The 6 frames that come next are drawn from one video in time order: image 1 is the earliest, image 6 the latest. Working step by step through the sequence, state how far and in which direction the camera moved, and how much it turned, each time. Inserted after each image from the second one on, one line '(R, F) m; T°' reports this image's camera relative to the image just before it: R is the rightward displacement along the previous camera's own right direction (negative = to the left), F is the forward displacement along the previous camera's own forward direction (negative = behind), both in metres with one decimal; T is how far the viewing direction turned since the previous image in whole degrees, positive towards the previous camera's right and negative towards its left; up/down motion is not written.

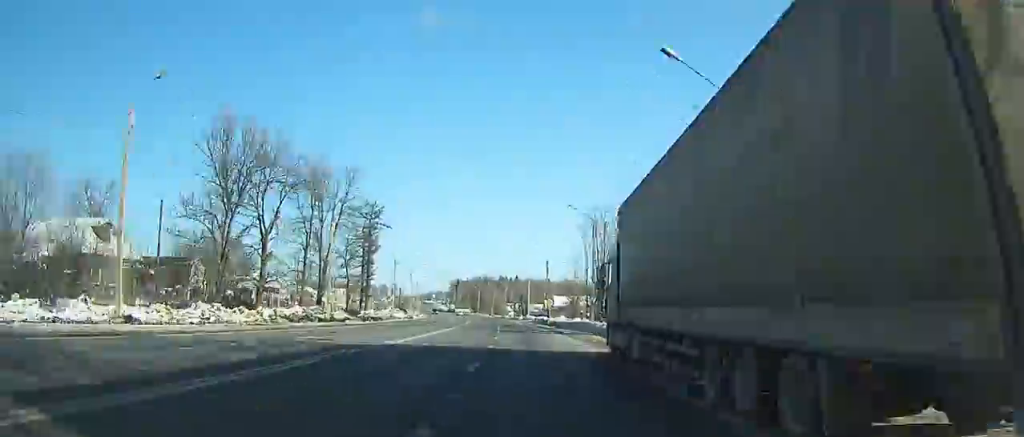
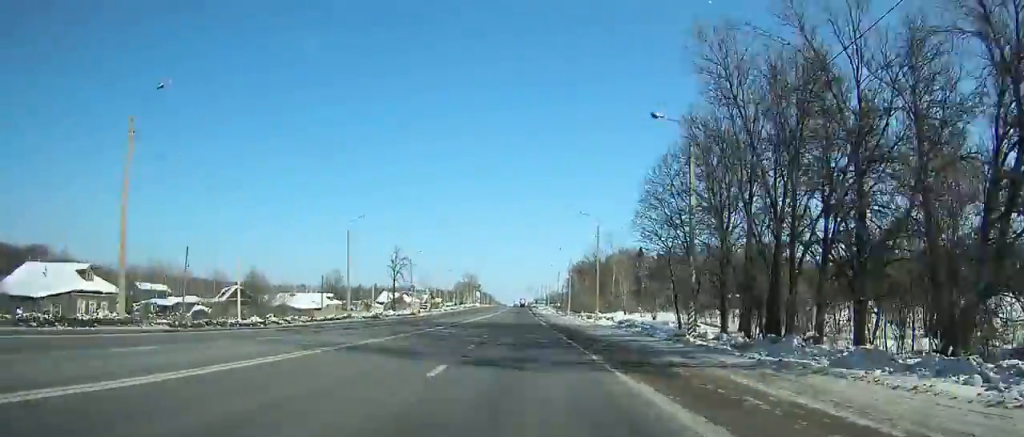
(-37.2, +261.0) m; -15°
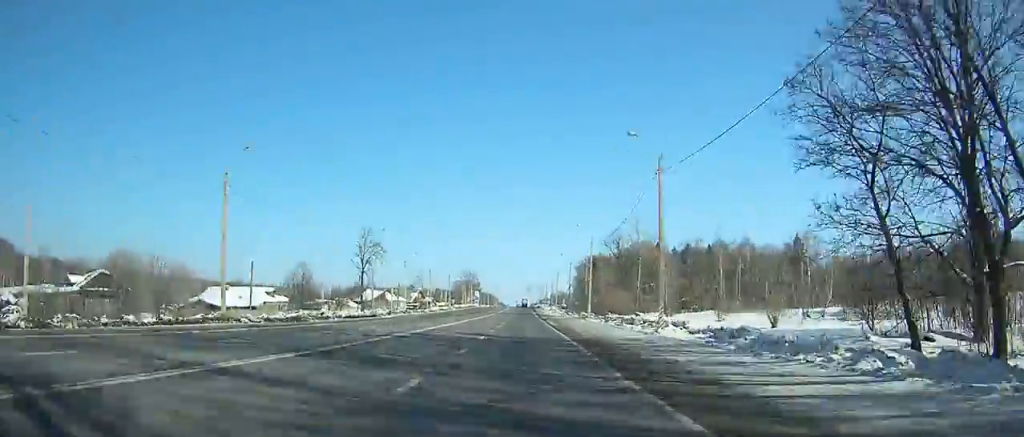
(-0.1, +26.7) m; 0°
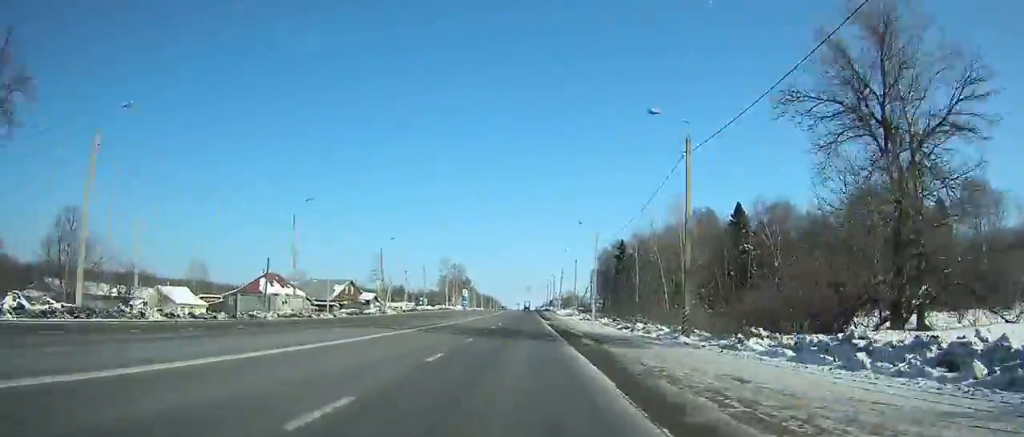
(-0.3, +73.0) m; -1°
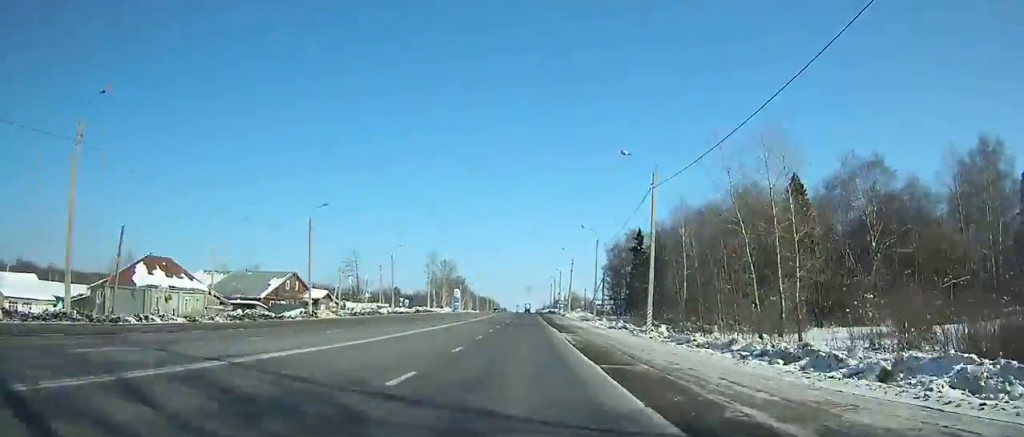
(-0.1, +27.5) m; 0°
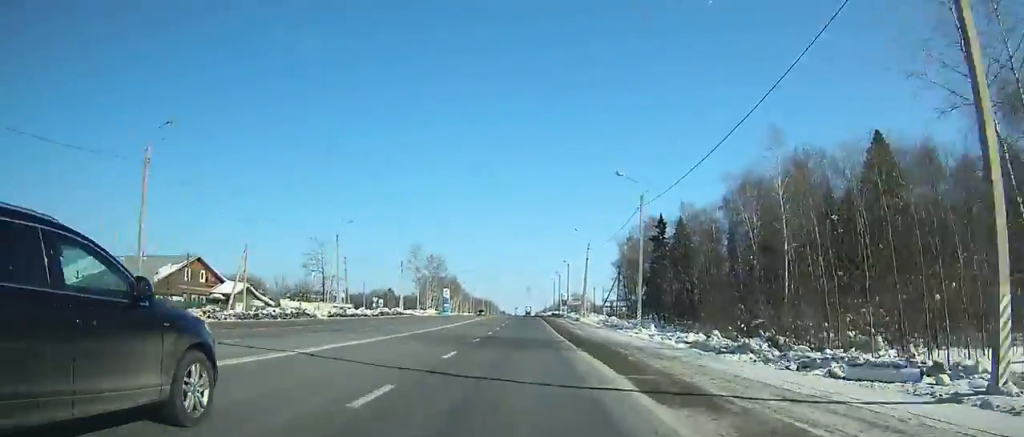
(-0.1, +25.7) m; 0°
